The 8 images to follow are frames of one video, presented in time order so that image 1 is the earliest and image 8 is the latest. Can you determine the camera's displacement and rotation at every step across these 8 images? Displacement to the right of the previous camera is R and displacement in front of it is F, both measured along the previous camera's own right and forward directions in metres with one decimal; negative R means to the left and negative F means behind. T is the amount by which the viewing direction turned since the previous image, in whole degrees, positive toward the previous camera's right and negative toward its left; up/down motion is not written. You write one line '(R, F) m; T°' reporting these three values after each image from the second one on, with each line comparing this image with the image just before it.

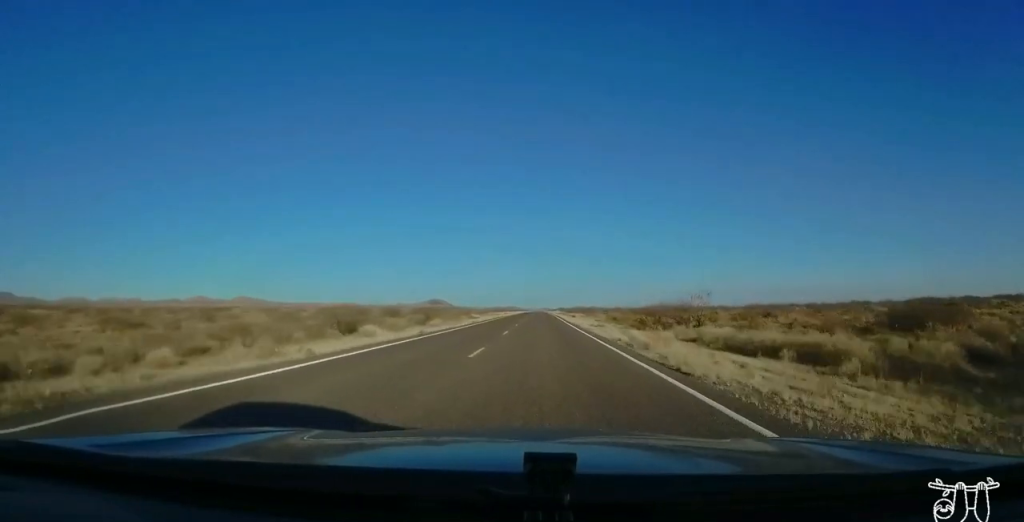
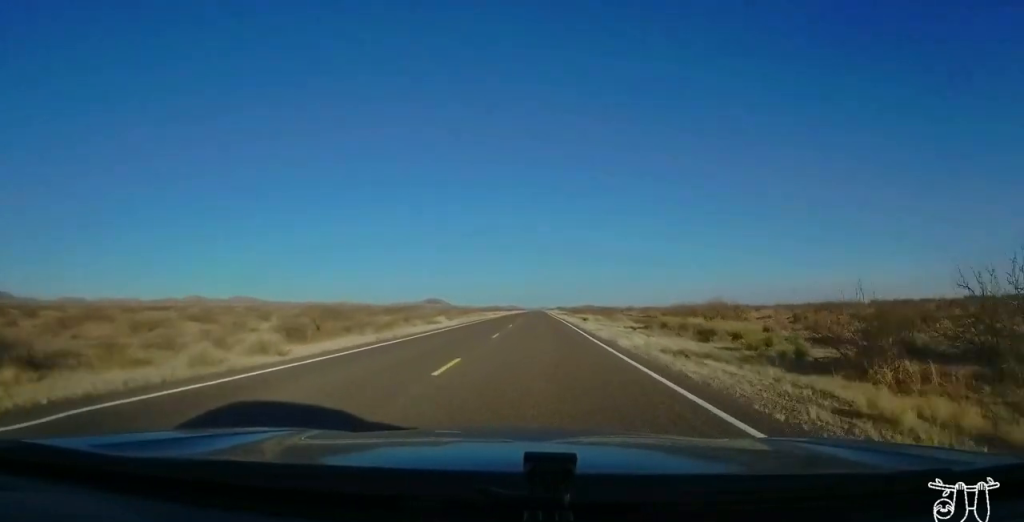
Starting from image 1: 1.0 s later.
(+0.2, +28.4) m; 0°
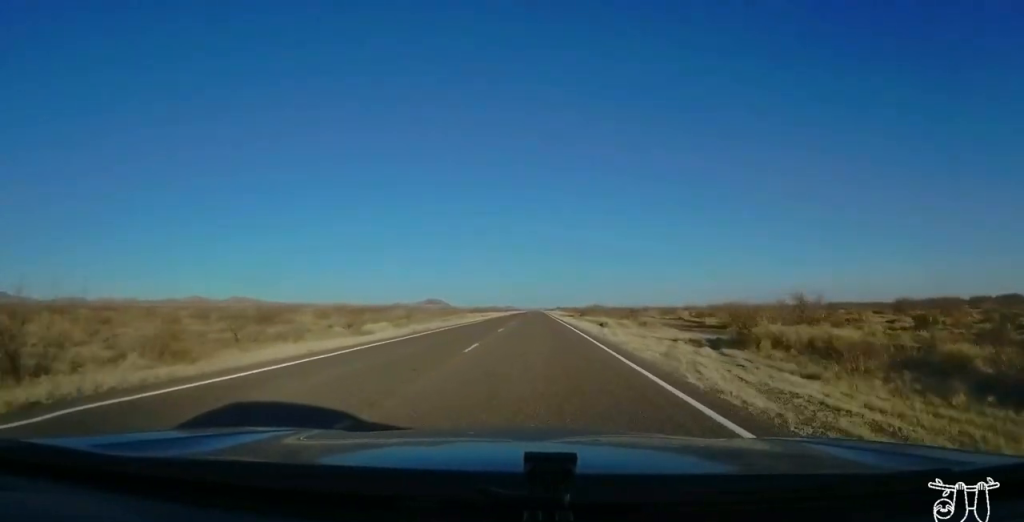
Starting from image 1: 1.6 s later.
(-0.2, +19.5) m; -1°
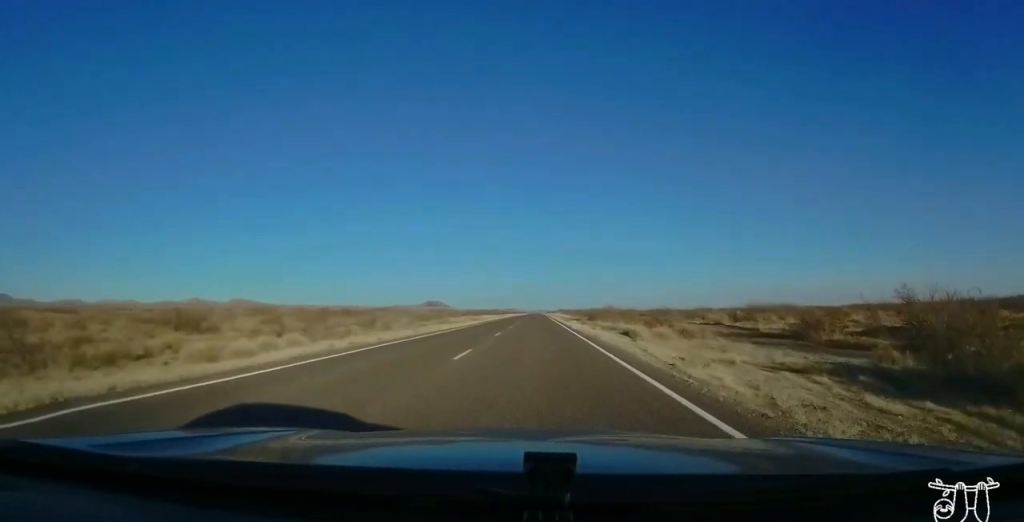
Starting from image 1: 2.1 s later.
(-0.1, +13.7) m; 0°
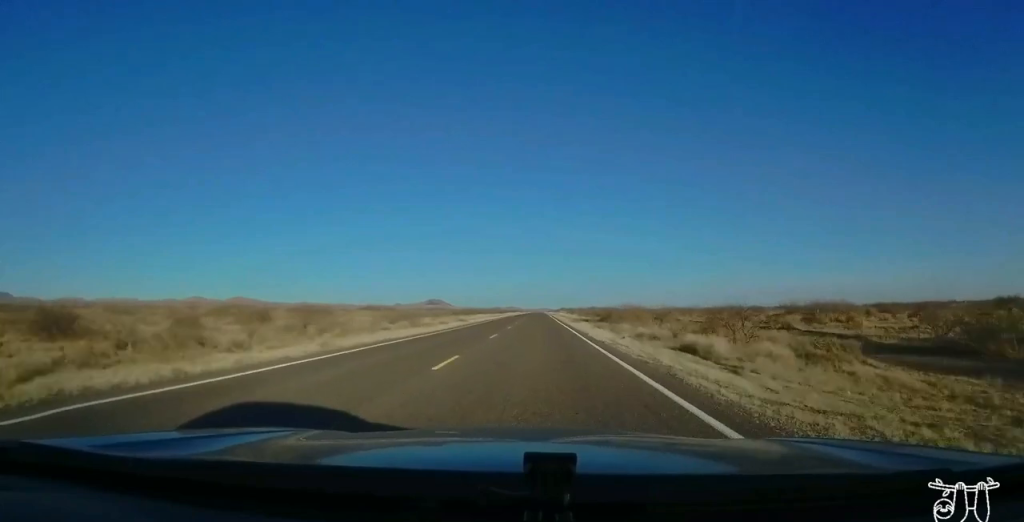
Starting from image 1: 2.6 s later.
(0.0, +14.6) m; 0°
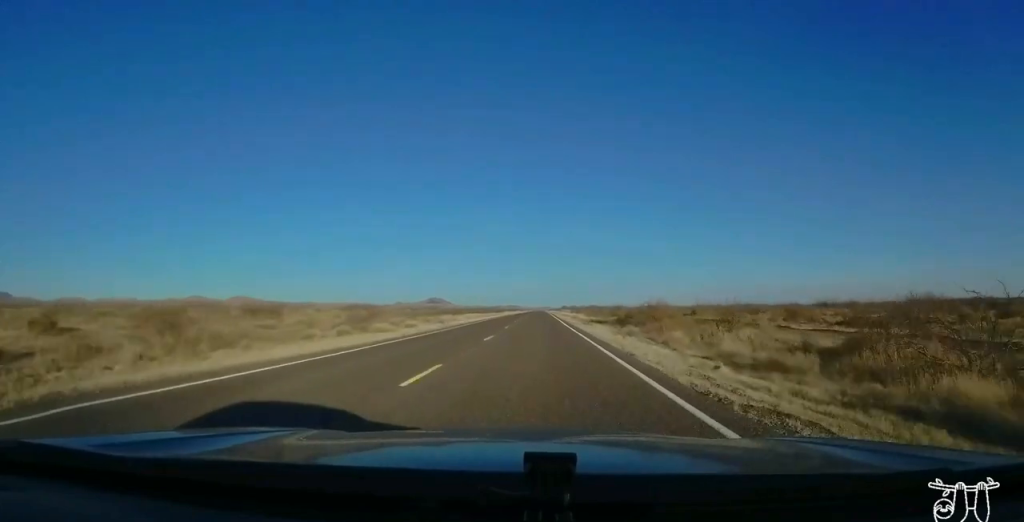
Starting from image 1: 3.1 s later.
(+0.1, +14.6) m; 0°
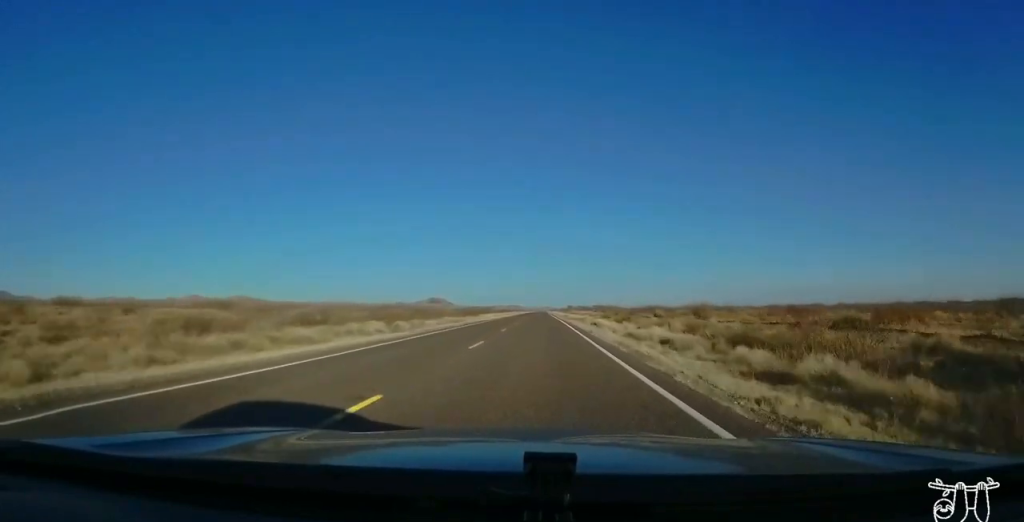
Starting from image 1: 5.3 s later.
(+0.8, +65.1) m; +1°
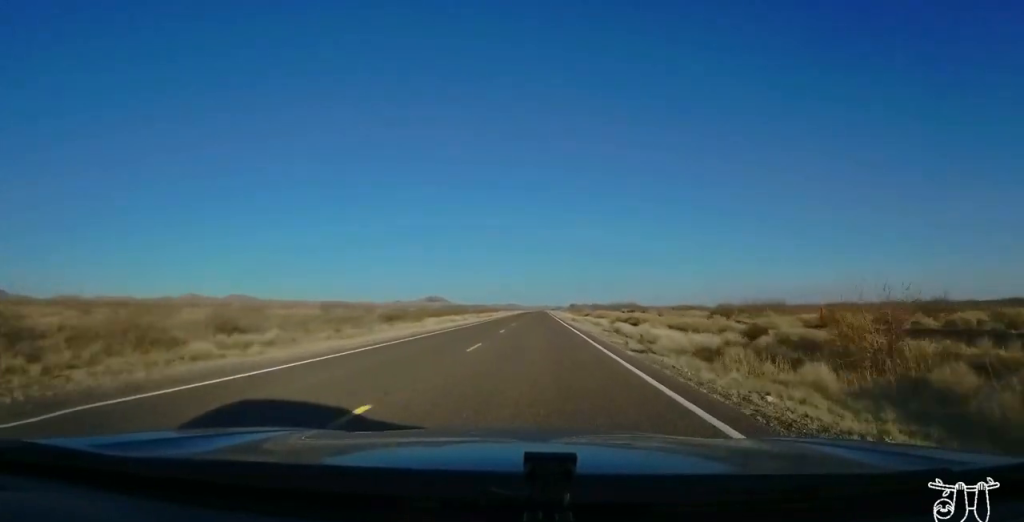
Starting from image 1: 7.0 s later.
(-0.8, +49.6) m; -1°
